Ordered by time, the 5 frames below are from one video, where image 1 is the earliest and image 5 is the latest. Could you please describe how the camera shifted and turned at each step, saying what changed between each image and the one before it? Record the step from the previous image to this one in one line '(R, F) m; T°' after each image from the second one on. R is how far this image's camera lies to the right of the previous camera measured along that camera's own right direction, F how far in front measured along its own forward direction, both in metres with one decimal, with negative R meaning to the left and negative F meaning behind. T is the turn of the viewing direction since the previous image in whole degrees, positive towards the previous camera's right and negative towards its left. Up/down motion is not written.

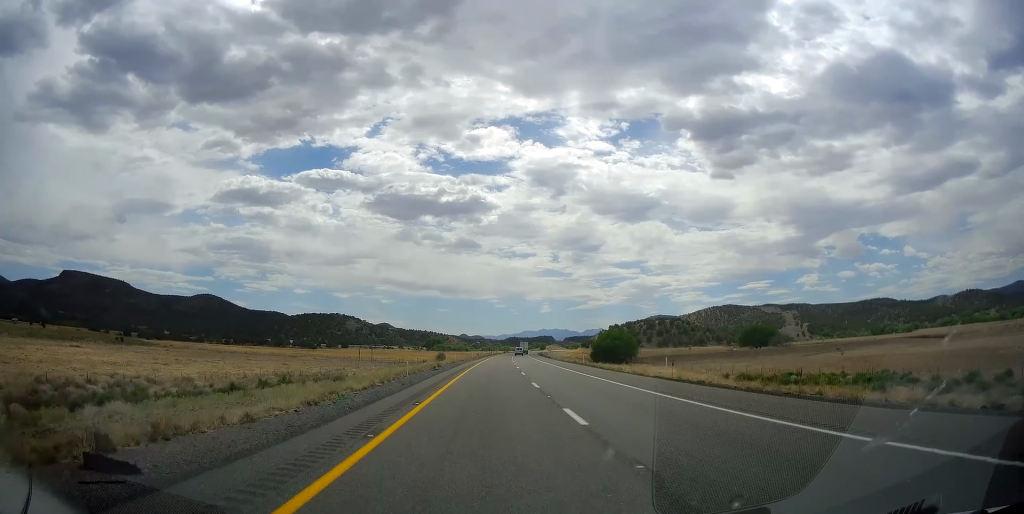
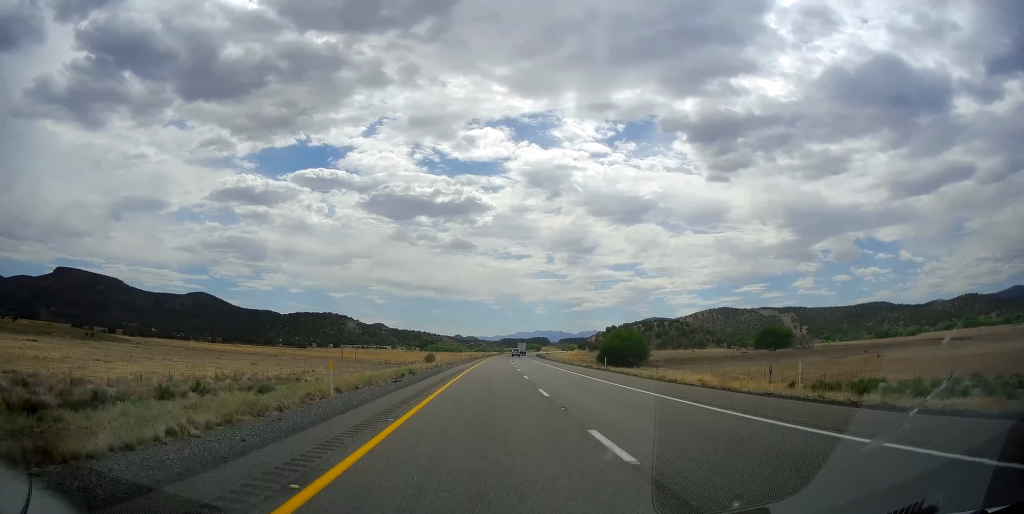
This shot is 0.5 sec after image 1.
(+0.2, +16.4) m; 0°
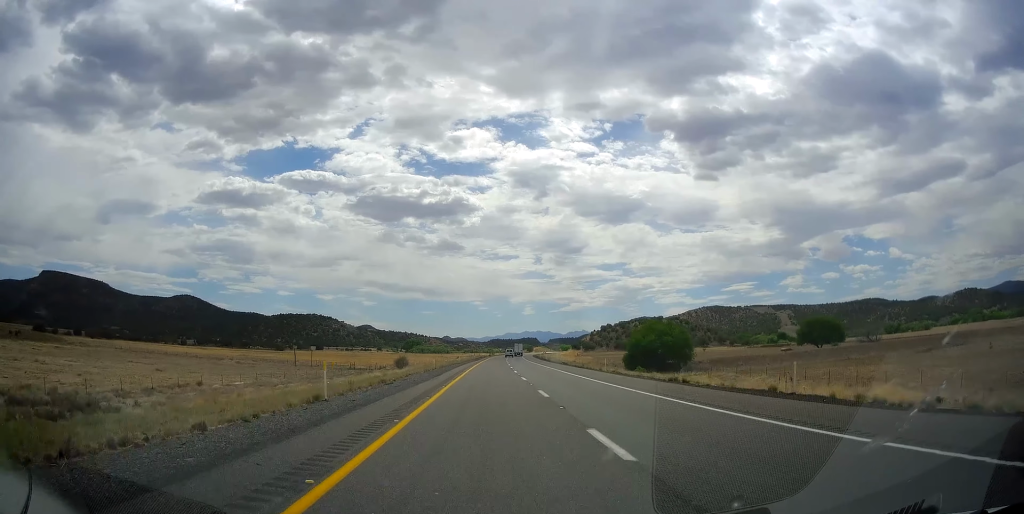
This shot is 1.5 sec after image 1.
(0.0, +36.0) m; +1°
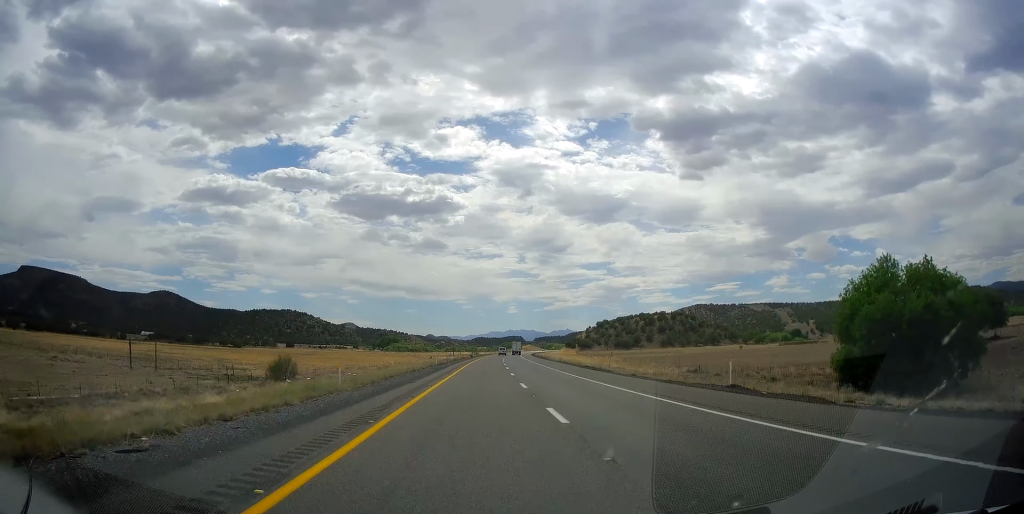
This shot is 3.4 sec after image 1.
(+1.6, +67.4) m; +2°
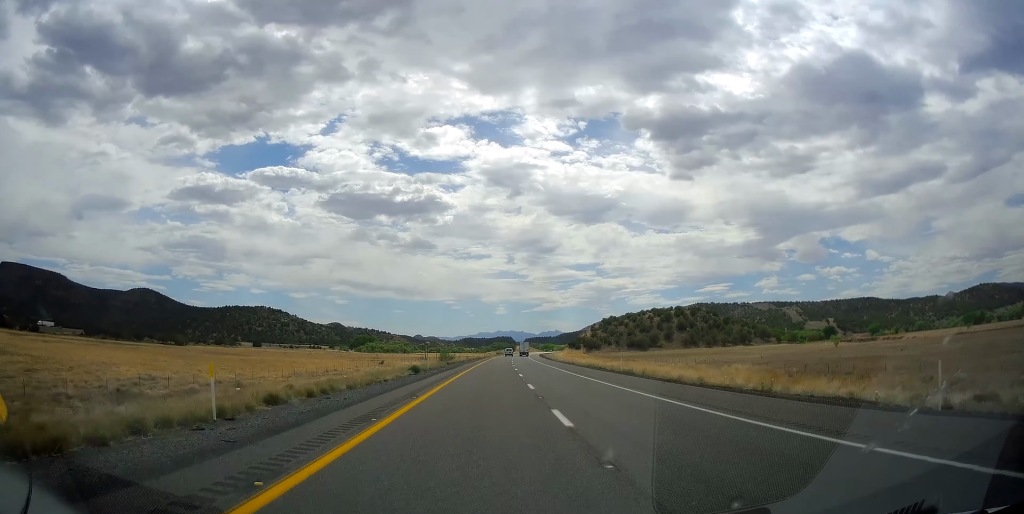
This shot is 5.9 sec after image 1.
(+1.6, +84.7) m; +2°
